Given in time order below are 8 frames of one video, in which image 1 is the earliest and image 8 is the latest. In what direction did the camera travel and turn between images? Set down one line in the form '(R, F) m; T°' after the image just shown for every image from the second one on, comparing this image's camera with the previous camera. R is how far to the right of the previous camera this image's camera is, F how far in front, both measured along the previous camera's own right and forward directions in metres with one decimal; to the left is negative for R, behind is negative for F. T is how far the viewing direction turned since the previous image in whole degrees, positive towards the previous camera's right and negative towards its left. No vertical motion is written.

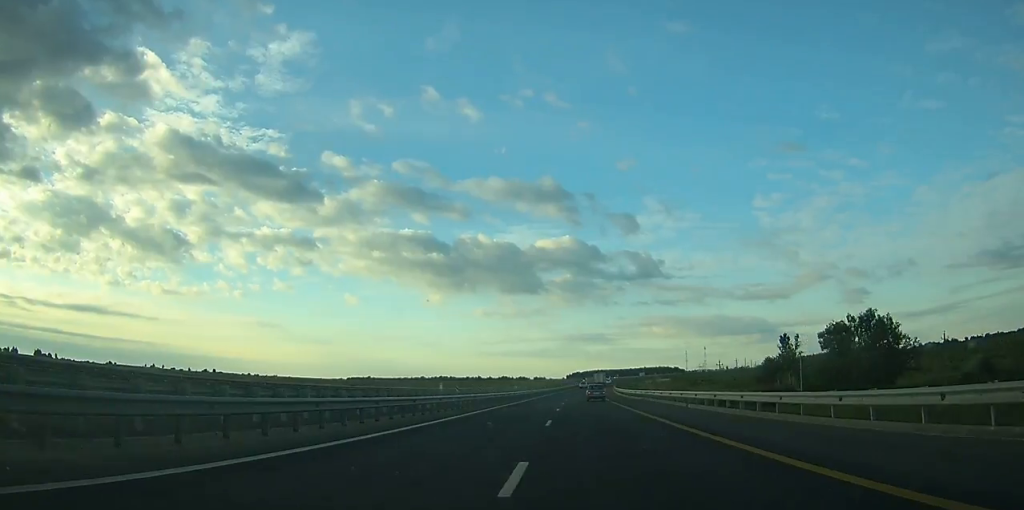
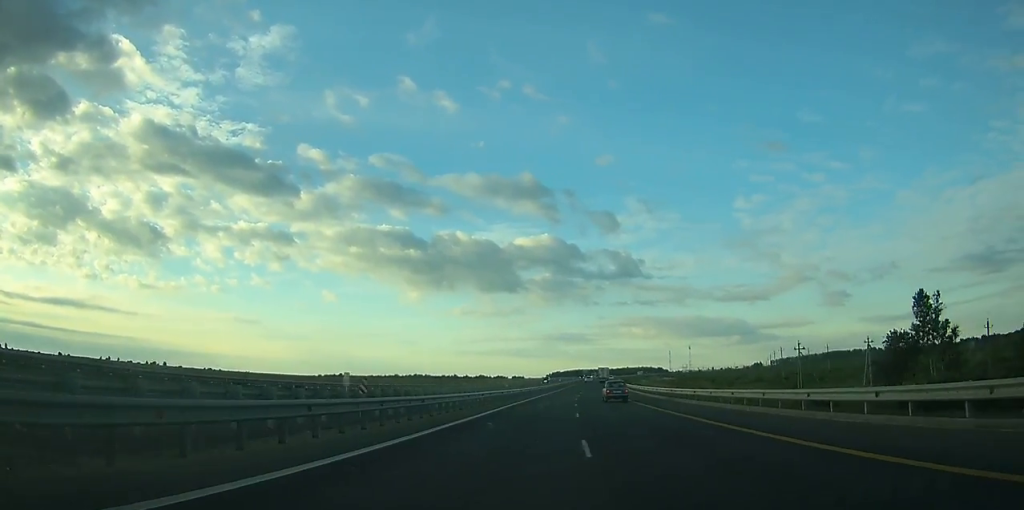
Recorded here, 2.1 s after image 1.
(+1.0, +53.3) m; +2°
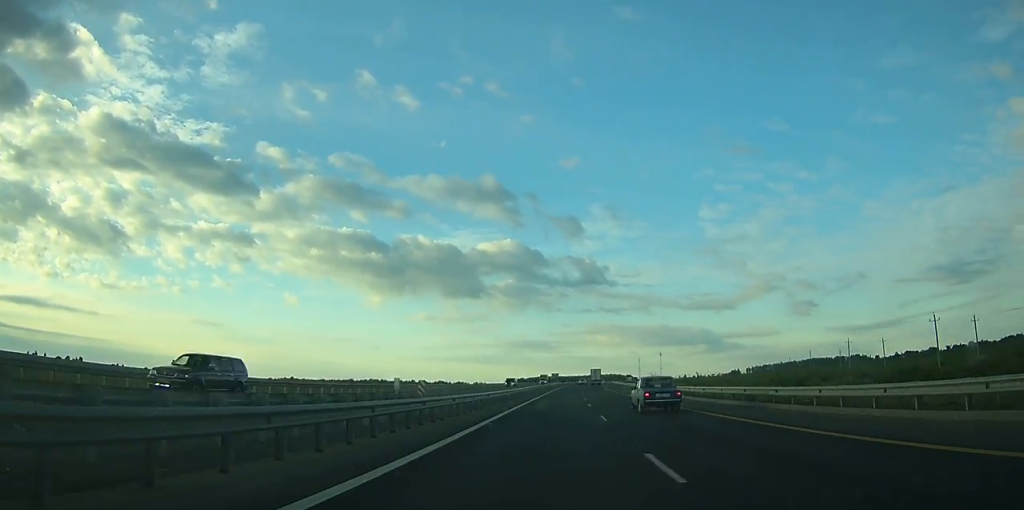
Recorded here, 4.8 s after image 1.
(+1.6, +69.0) m; +3°
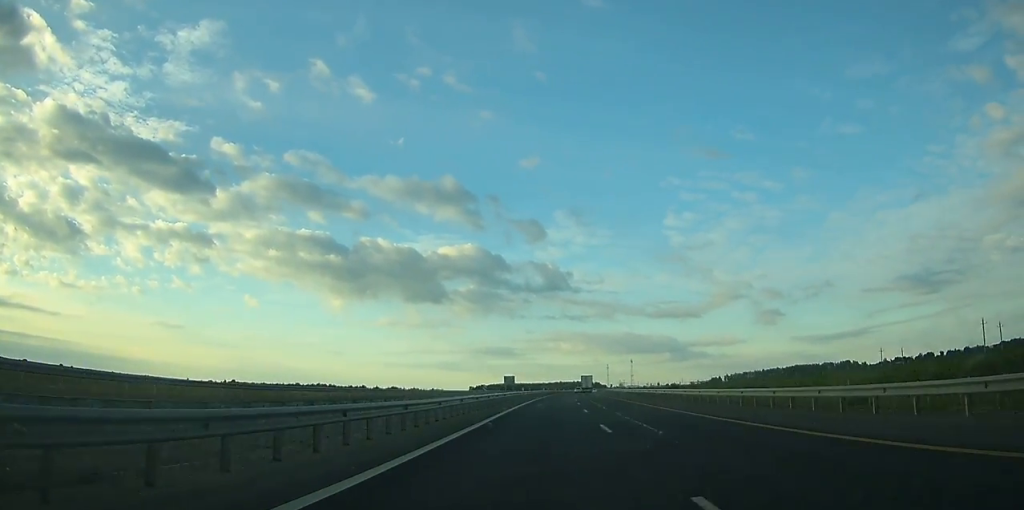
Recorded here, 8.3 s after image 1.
(+2.8, +93.2) m; +3°
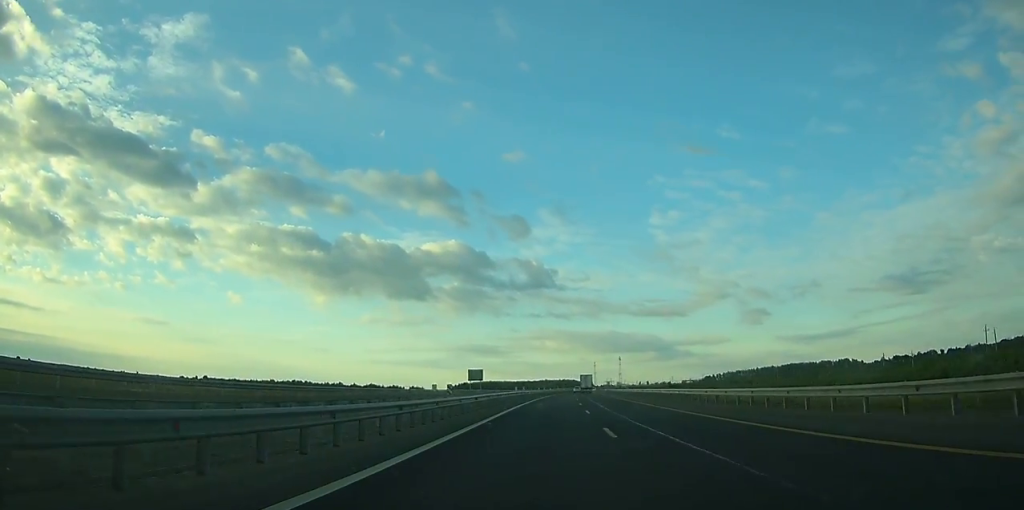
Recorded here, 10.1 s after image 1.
(+0.3, +48.5) m; +1°
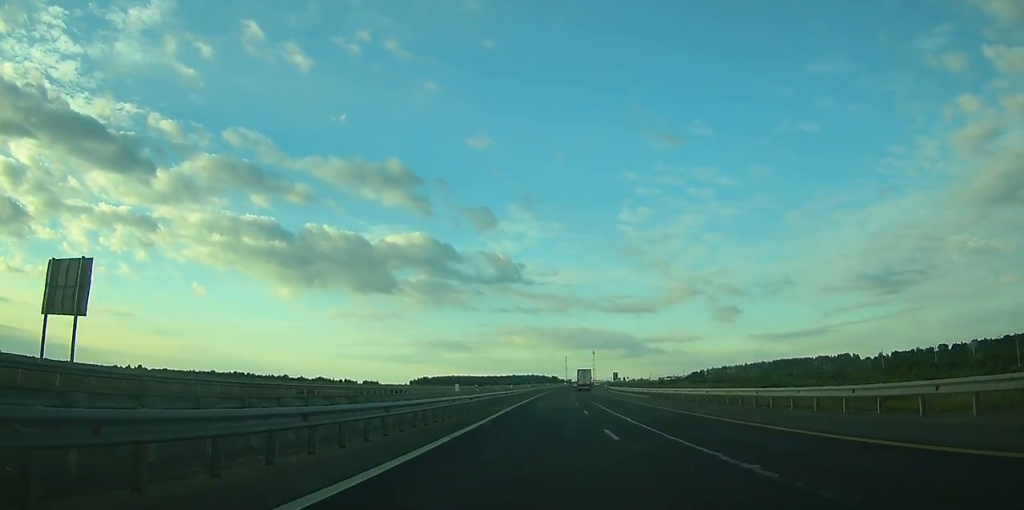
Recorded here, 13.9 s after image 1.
(+2.8, +106.3) m; +3°
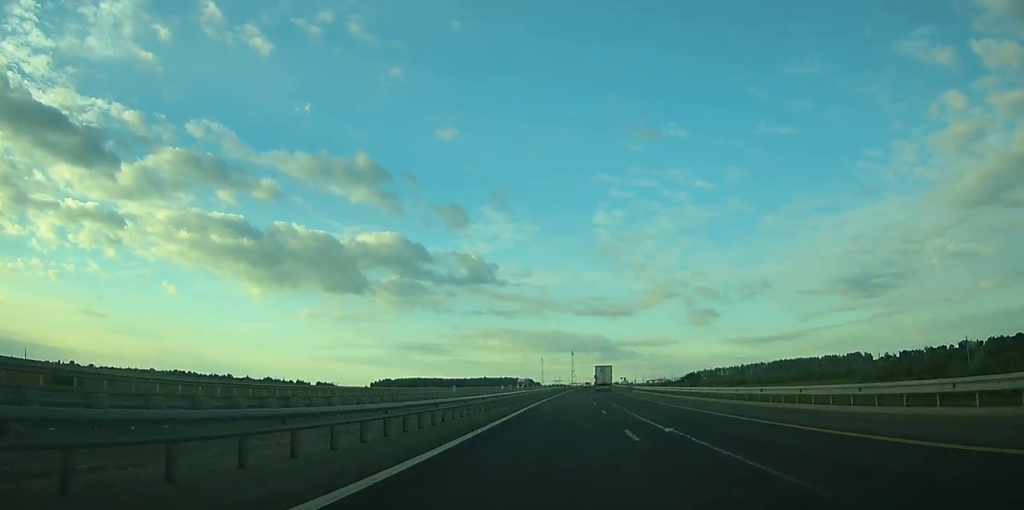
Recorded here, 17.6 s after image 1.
(+2.6, +110.4) m; +3°
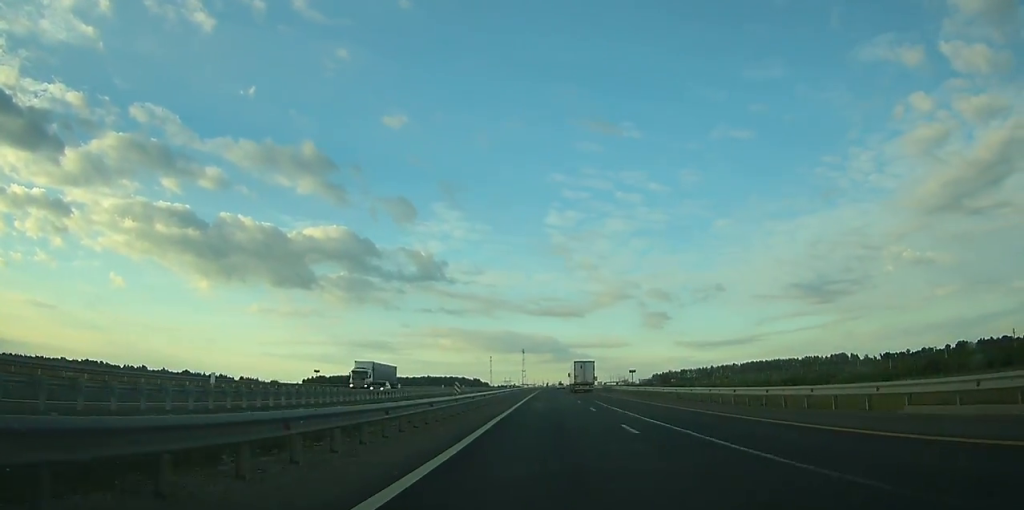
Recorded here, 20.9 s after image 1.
(+2.8, +92.5) m; +3°
